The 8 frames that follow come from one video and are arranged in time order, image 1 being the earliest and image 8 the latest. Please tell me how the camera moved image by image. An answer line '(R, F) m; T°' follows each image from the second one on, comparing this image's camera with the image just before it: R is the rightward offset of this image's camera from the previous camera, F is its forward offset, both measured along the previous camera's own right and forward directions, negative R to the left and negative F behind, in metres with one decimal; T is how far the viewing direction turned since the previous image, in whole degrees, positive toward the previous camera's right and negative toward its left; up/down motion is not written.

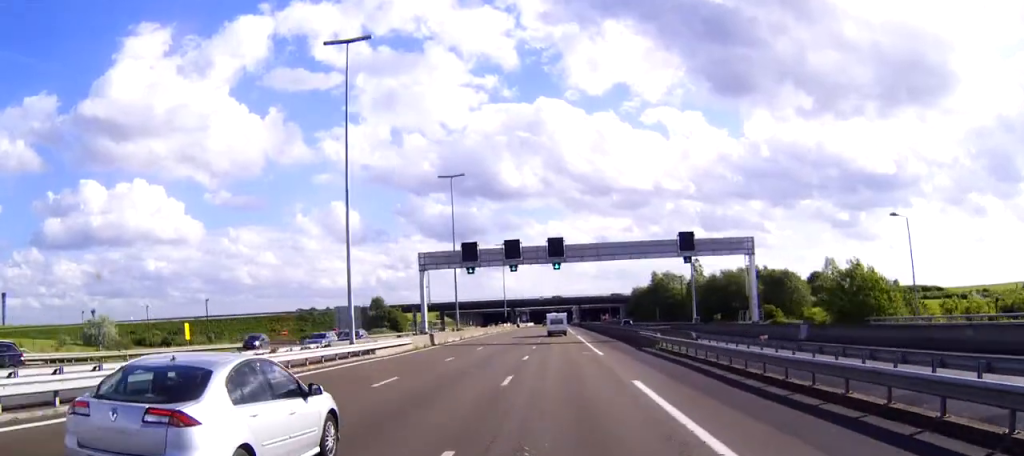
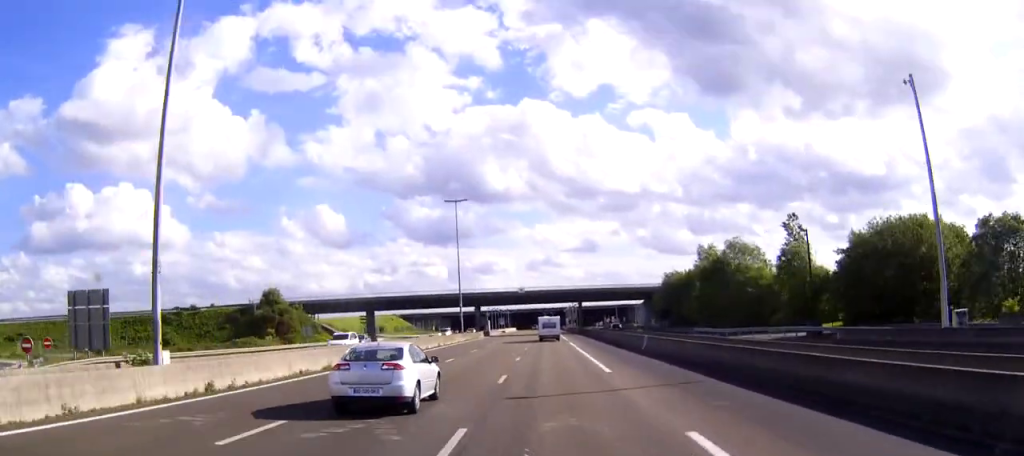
(+1.0, +63.7) m; +2°
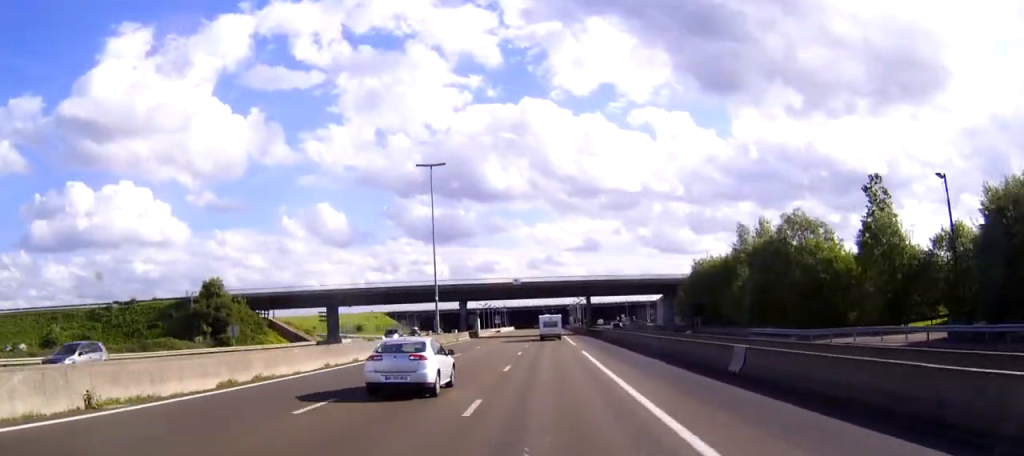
(+0.2, +22.3) m; 0°
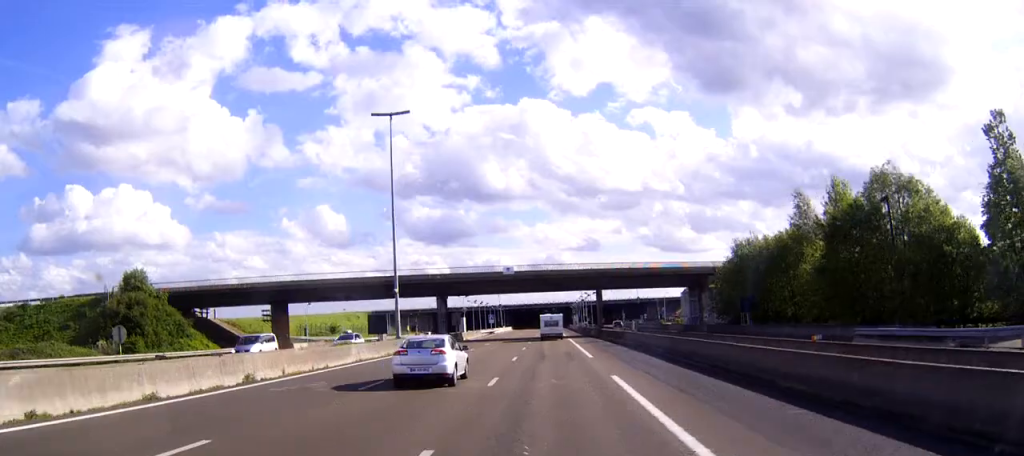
(-0.1, +20.3) m; -1°
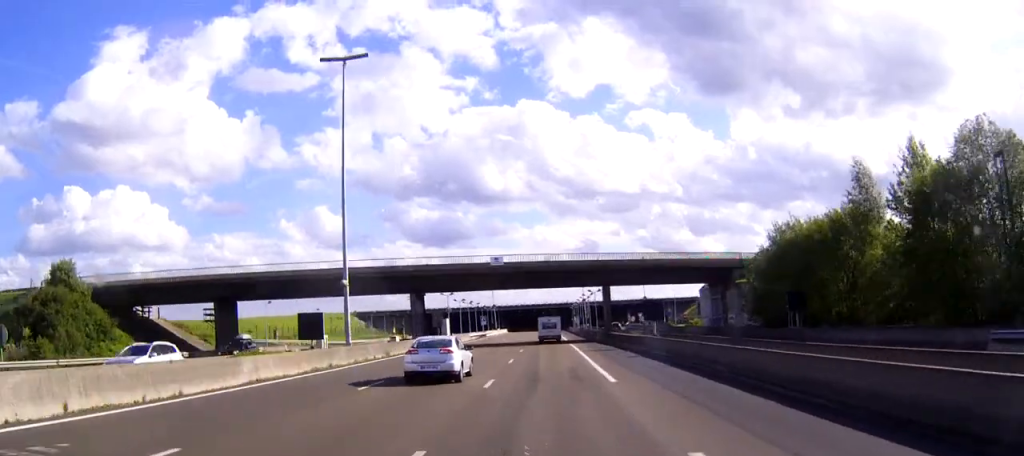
(-0.1, +13.2) m; -1°
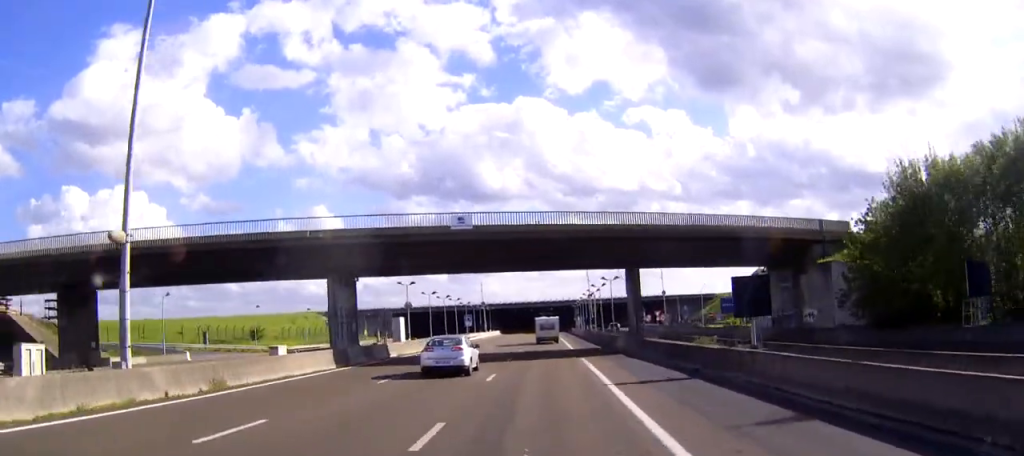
(-0.1, +21.3) m; 0°
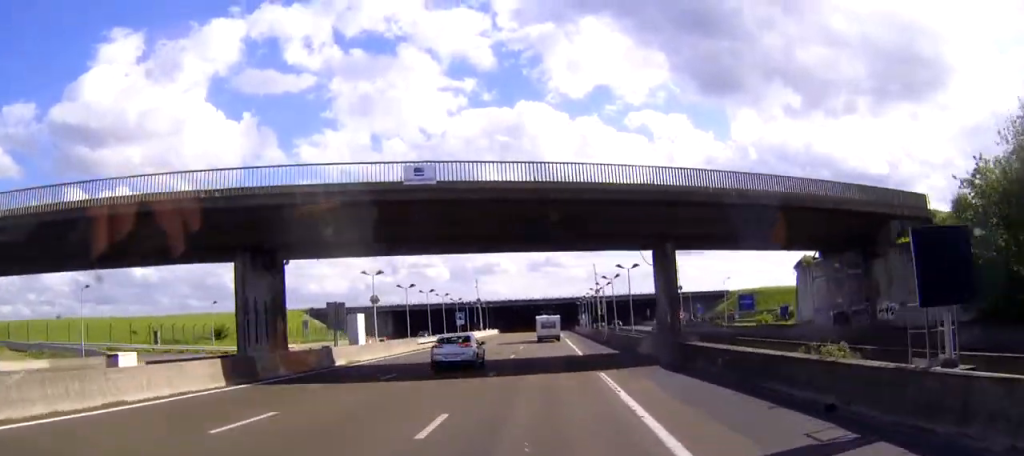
(0.0, +11.6) m; 0°
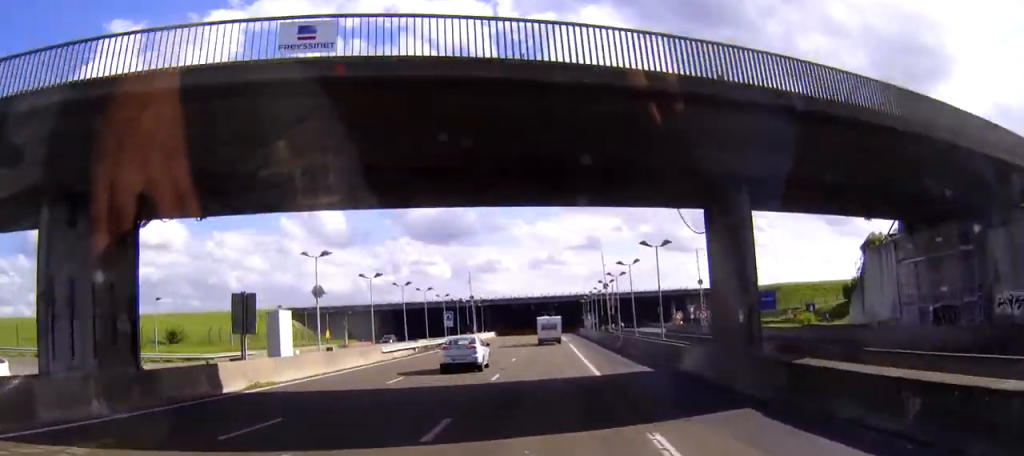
(0.0, +11.9) m; 0°
